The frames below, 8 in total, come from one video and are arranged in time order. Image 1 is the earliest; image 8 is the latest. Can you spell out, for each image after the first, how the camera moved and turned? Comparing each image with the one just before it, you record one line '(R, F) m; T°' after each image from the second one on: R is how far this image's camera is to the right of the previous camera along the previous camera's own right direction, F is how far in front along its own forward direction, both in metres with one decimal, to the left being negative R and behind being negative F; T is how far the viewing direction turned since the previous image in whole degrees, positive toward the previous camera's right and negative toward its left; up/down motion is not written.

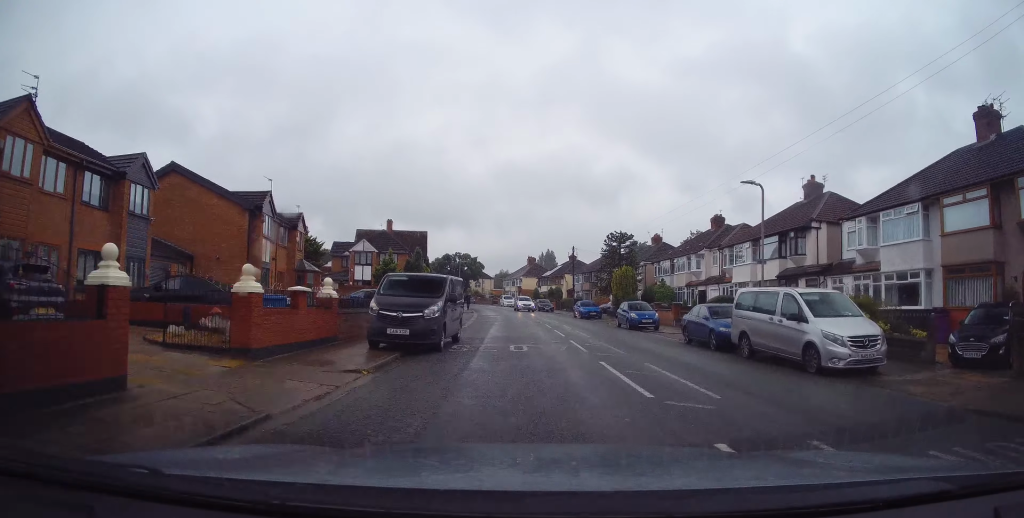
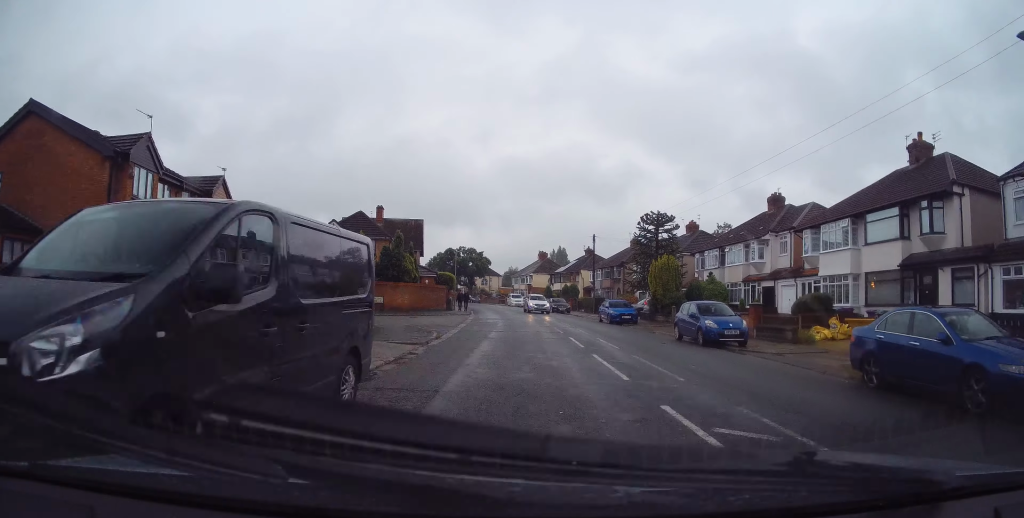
(-0.4, +11.0) m; -3°
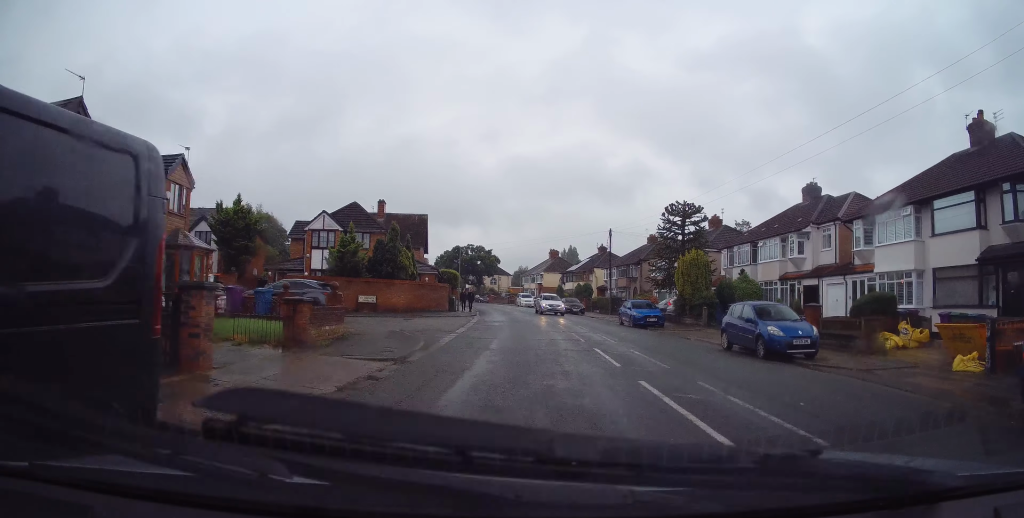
(0.0, +4.2) m; 0°
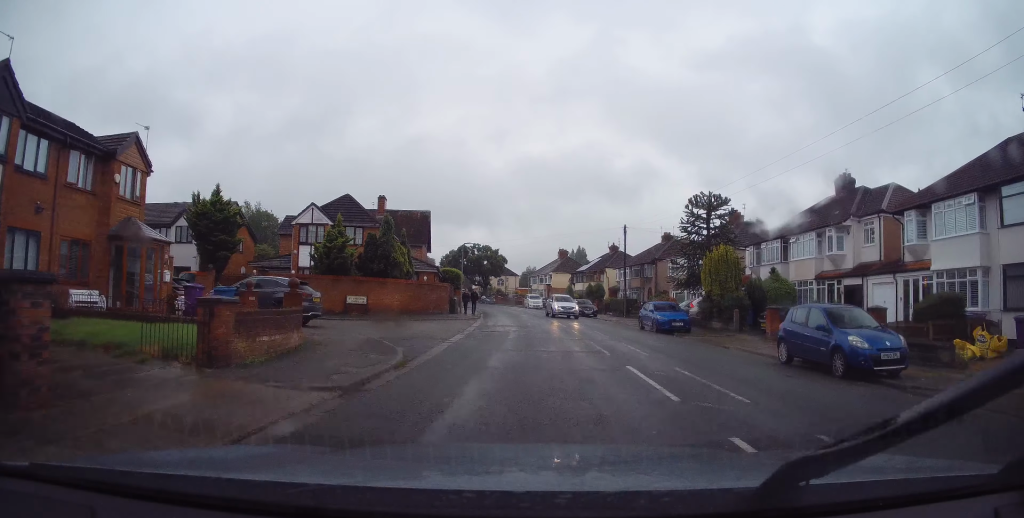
(0.0, +3.5) m; 0°
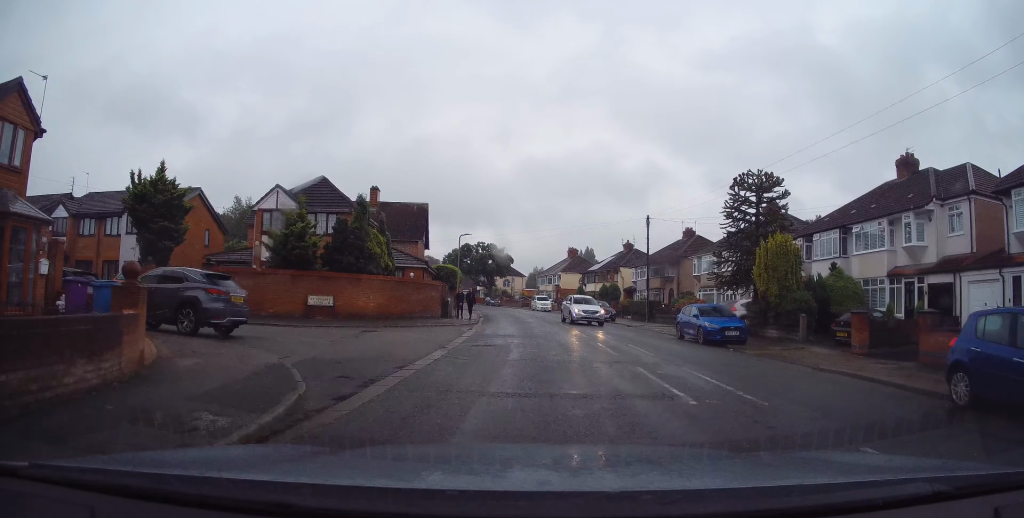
(0.0, +6.0) m; 0°
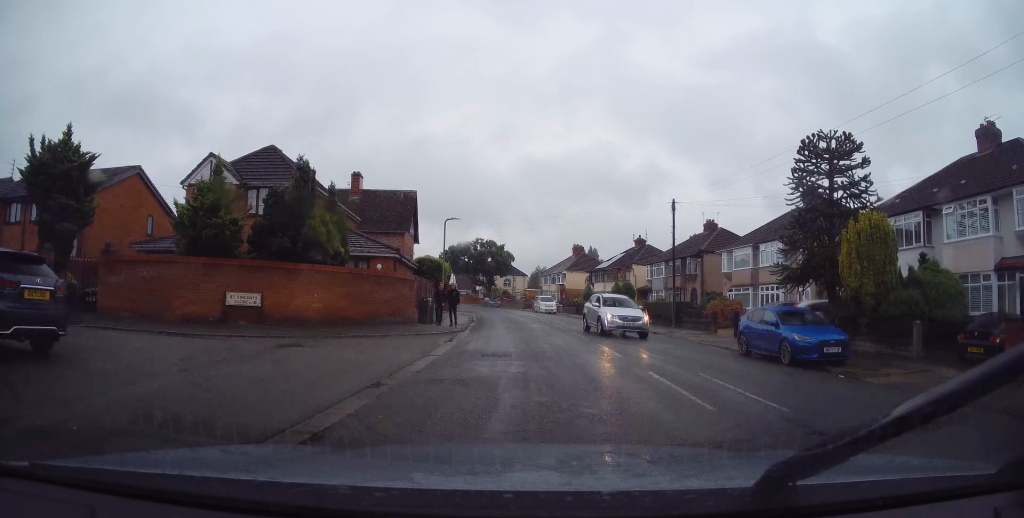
(0.0, +6.6) m; 0°
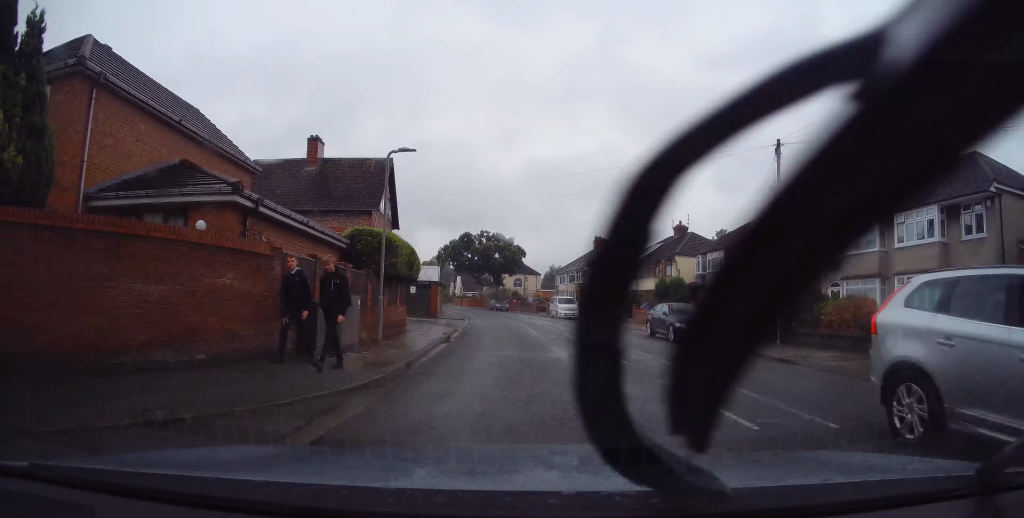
(-0.3, +13.0) m; -3°
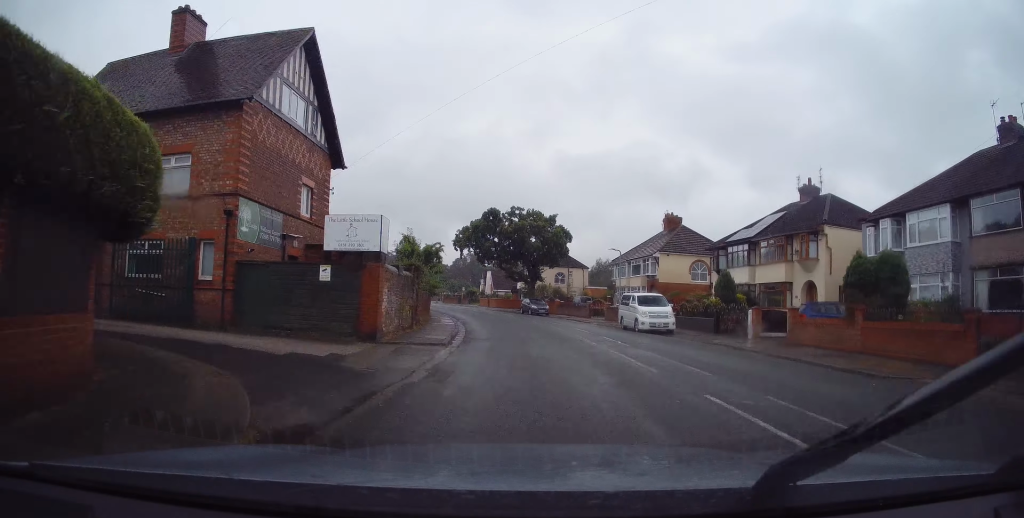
(-0.8, +19.1) m; -4°
